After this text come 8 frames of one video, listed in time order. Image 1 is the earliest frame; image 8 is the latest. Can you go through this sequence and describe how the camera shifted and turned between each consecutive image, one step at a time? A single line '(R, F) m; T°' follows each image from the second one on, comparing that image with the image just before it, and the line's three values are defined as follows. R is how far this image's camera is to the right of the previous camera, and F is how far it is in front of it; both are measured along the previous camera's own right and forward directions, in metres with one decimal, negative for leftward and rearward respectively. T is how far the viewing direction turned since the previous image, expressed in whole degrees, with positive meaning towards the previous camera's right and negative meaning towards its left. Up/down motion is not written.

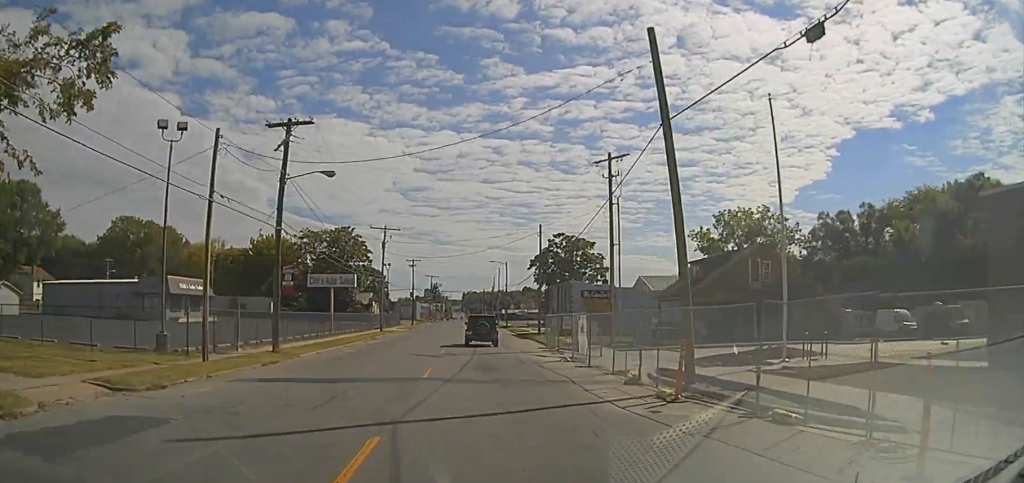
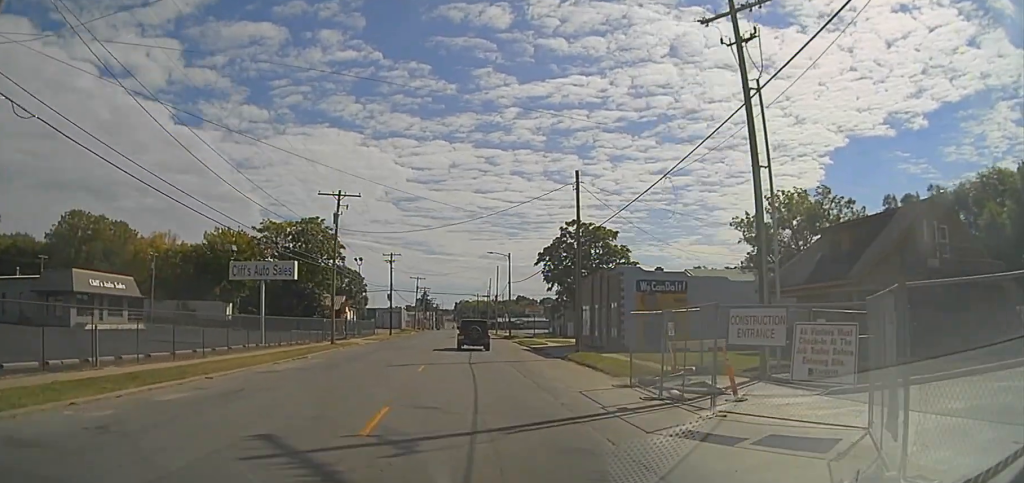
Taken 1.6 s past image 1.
(-0.3, +21.0) m; +2°
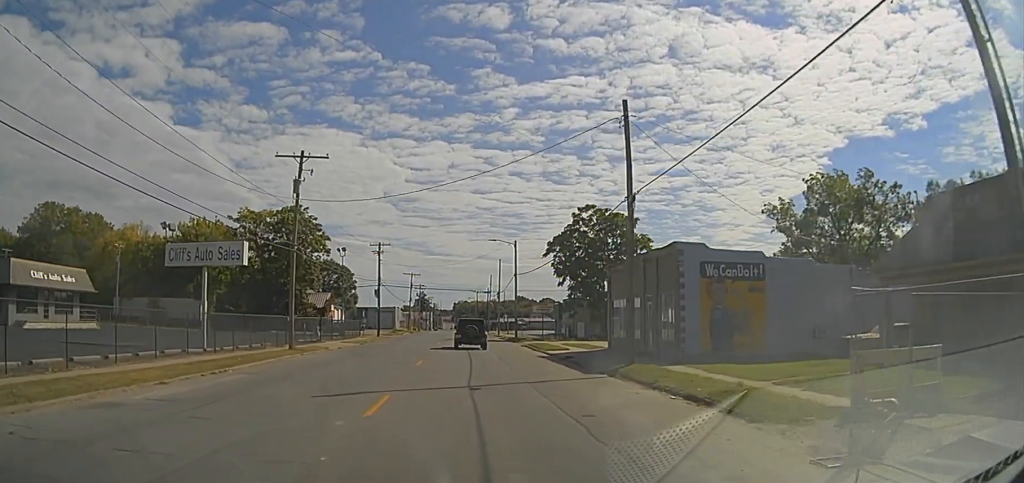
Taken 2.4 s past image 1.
(+0.4, +10.6) m; +2°
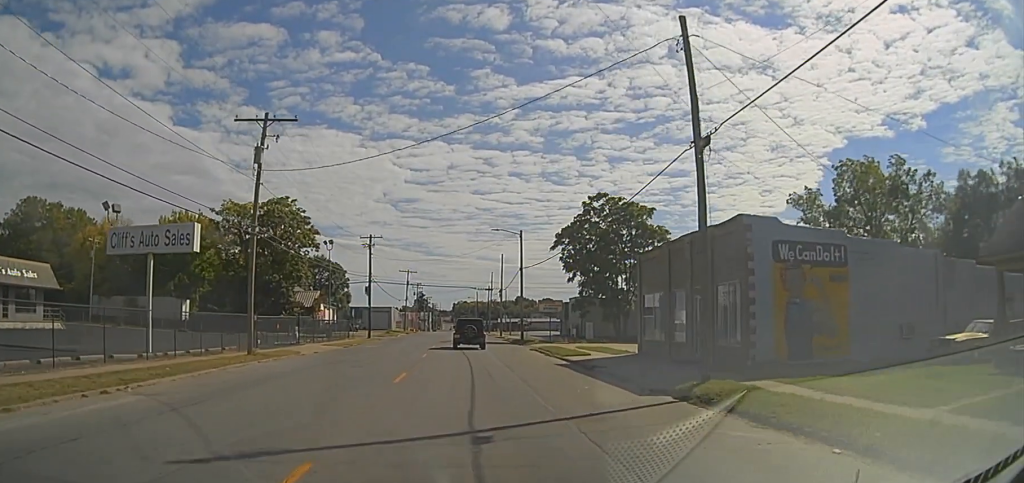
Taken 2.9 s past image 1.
(0.0, +6.7) m; -1°
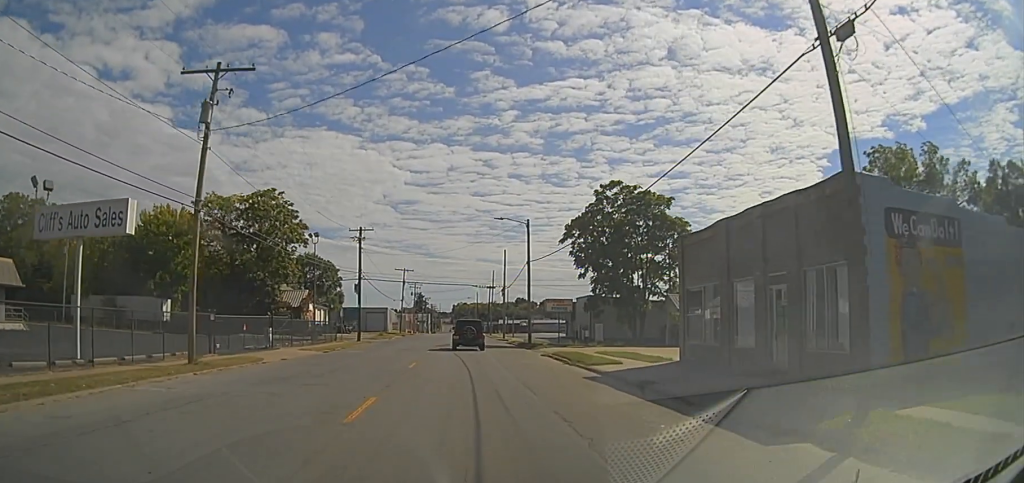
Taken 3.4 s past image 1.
(+0.1, +6.3) m; -1°
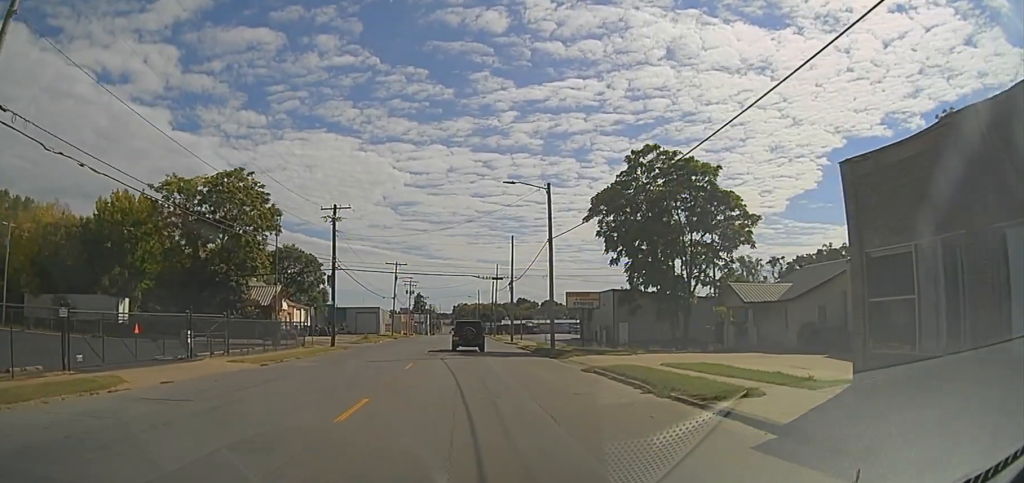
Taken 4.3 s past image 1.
(-0.4, +12.2) m; 0°
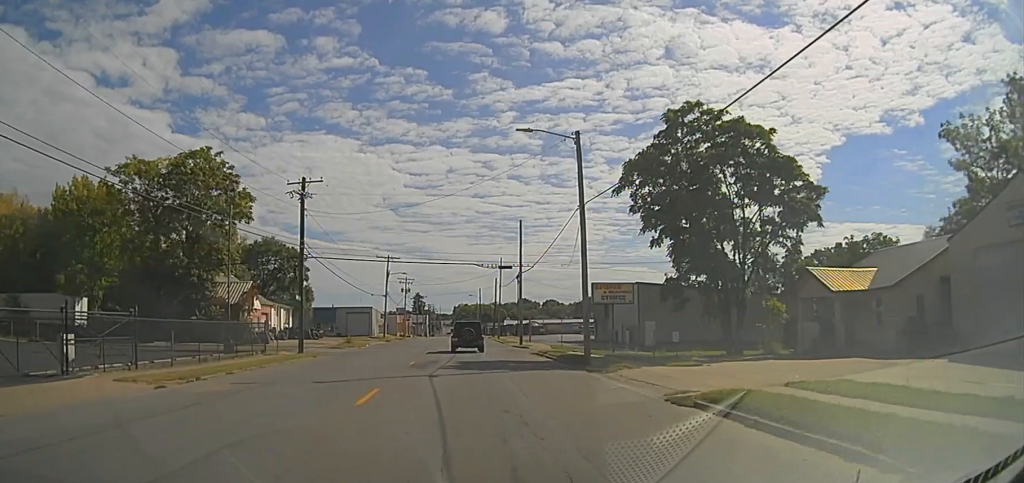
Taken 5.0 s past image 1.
(+0.2, +9.9) m; 0°
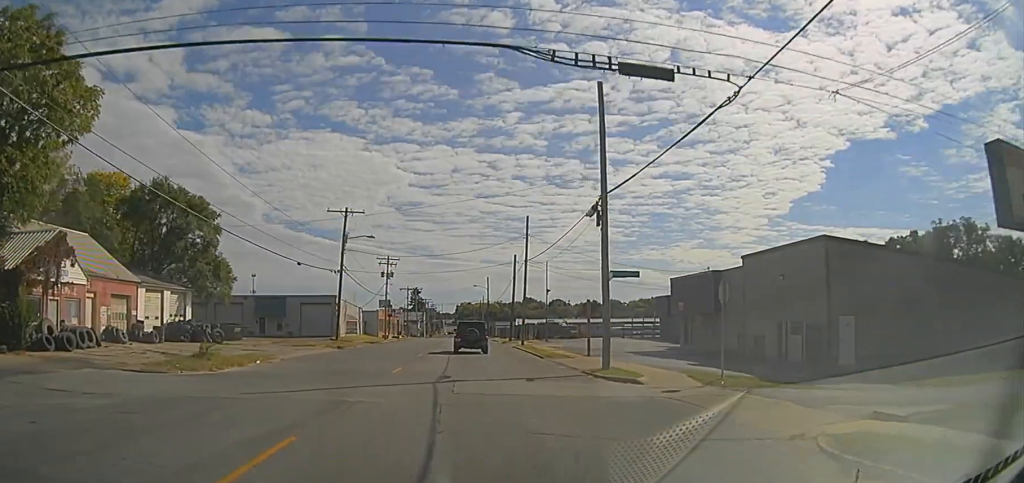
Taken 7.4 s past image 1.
(+0.3, +31.7) m; 0°
